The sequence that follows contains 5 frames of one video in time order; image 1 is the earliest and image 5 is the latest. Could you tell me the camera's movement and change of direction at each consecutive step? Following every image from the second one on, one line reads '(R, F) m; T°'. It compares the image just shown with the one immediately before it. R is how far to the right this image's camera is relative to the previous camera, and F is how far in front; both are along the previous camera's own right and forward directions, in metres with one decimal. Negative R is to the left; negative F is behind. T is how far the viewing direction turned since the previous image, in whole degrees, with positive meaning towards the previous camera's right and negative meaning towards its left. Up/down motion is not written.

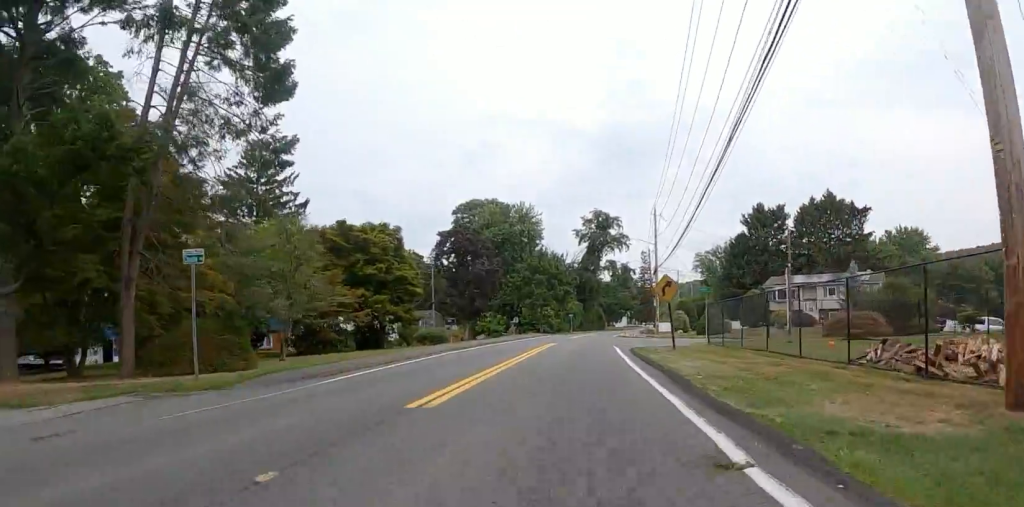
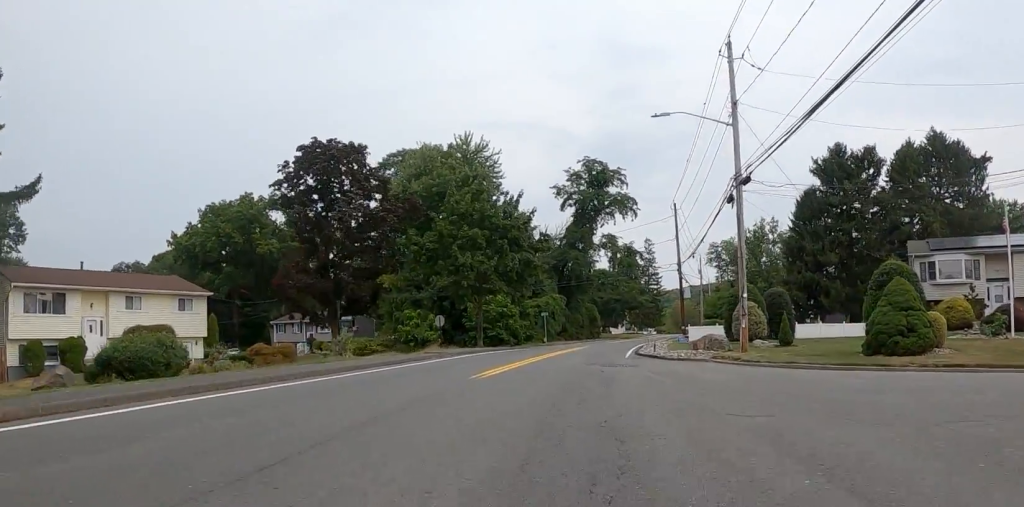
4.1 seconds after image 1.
(+2.5, +33.0) m; +2°
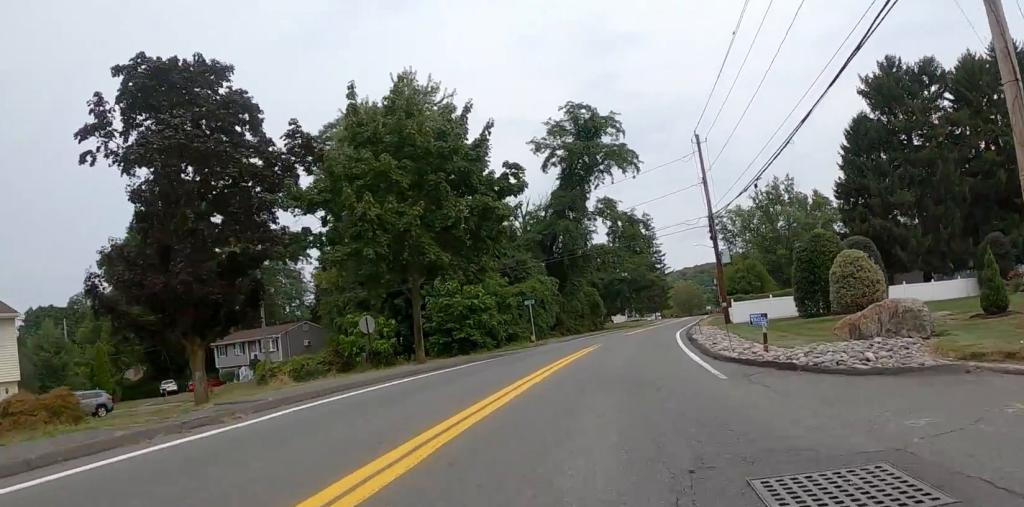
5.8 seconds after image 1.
(+0.9, +14.4) m; +8°
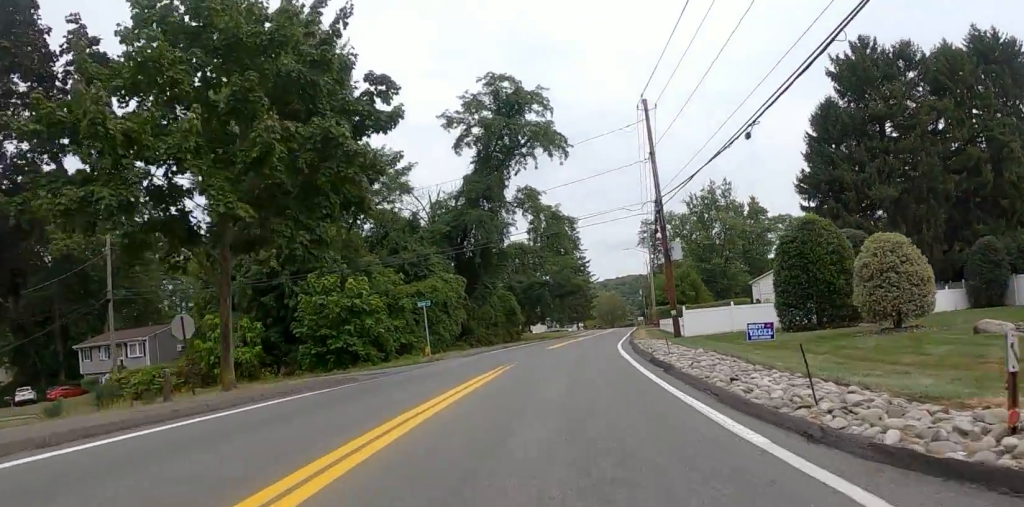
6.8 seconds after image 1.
(0.0, +7.8) m; 0°
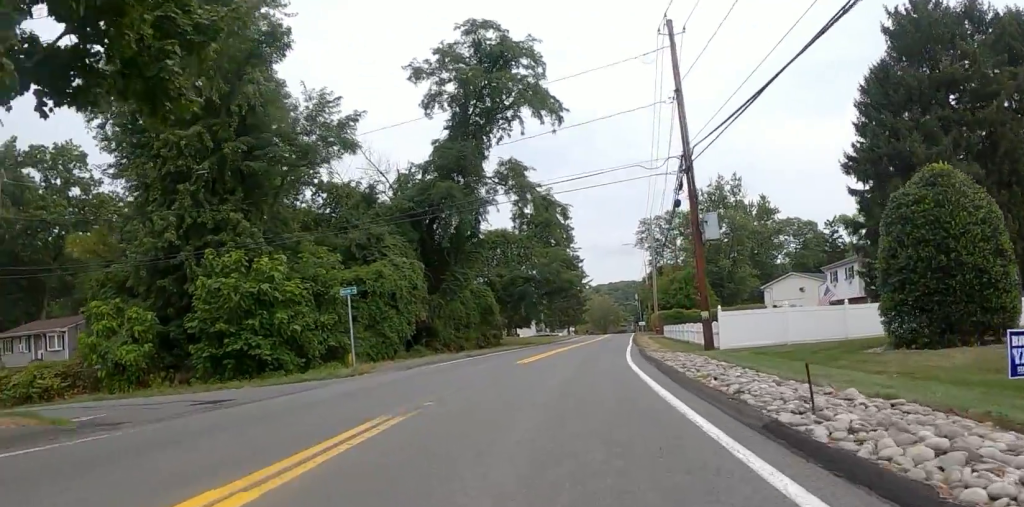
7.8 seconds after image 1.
(0.0, +8.6) m; +1°
